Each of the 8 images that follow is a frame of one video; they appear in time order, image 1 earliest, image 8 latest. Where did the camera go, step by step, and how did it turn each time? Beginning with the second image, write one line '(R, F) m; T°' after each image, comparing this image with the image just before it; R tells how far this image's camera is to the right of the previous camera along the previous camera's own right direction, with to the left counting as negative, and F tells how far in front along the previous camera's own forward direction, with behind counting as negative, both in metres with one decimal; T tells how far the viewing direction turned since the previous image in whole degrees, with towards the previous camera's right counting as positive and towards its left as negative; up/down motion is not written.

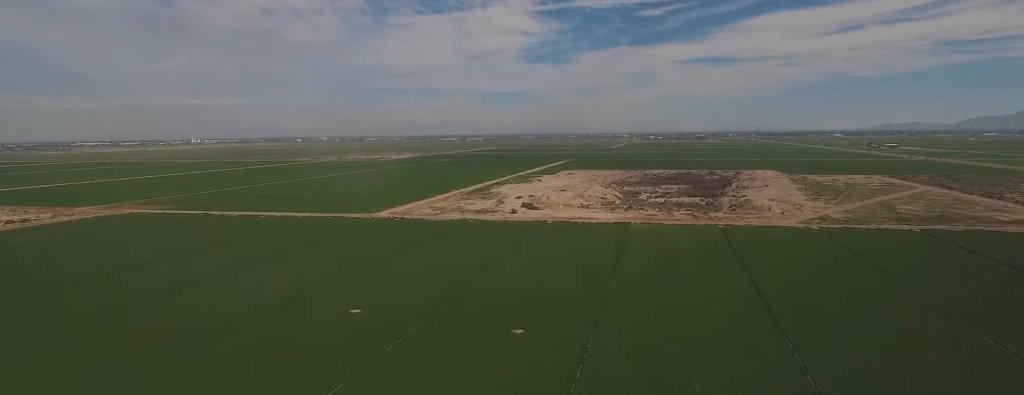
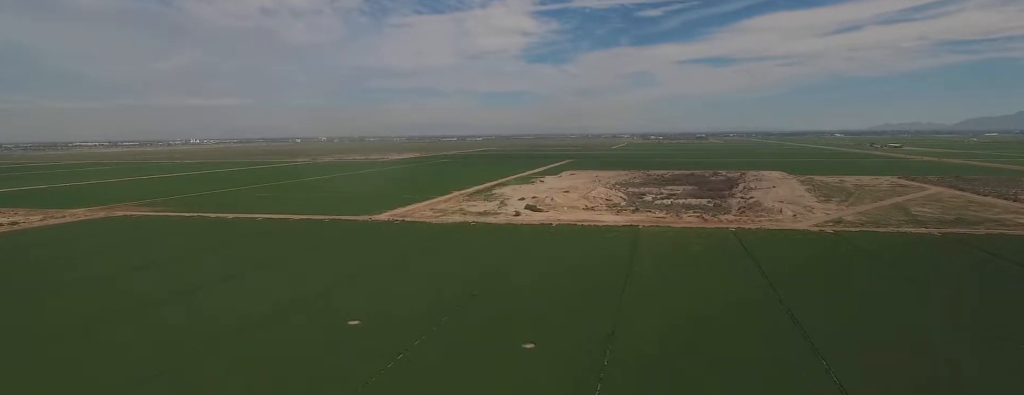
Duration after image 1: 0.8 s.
(0.0, +11.9) m; 0°
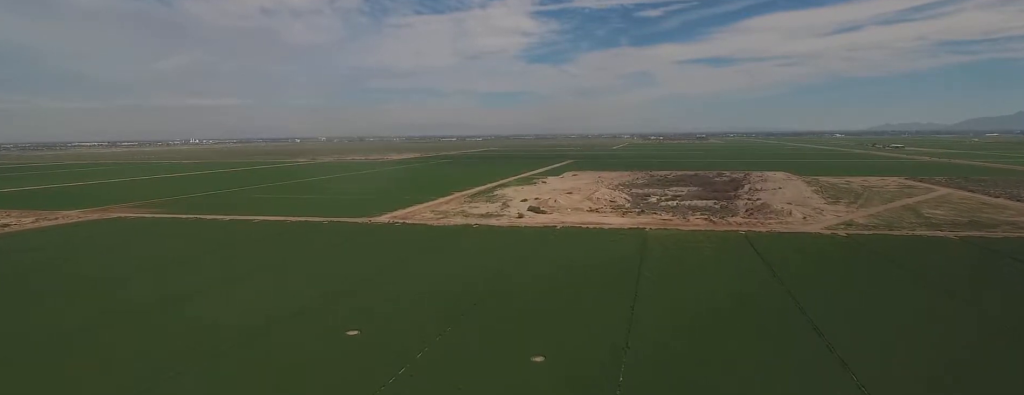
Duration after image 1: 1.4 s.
(0.0, +9.3) m; 0°
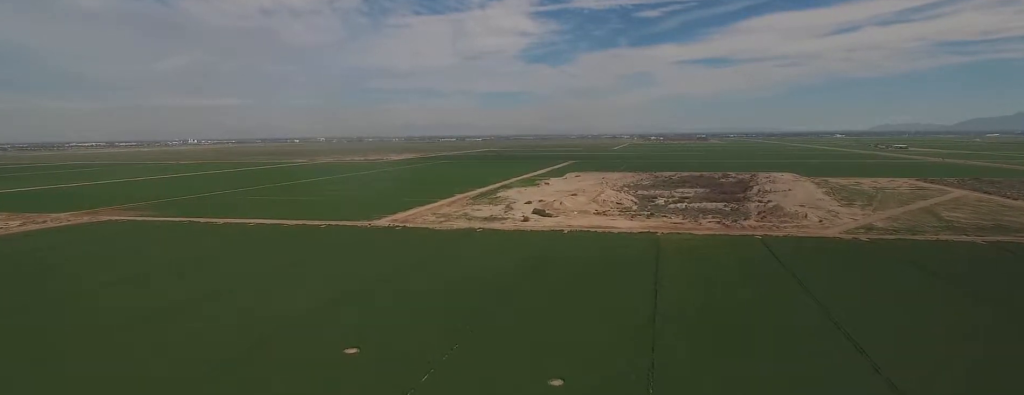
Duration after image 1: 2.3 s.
(+0.1, +14.5) m; +1°
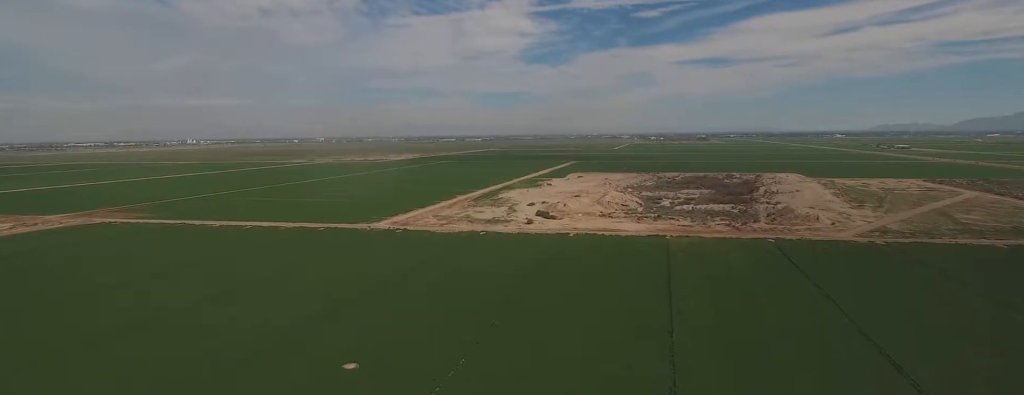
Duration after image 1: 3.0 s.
(+0.1, +10.4) m; +1°
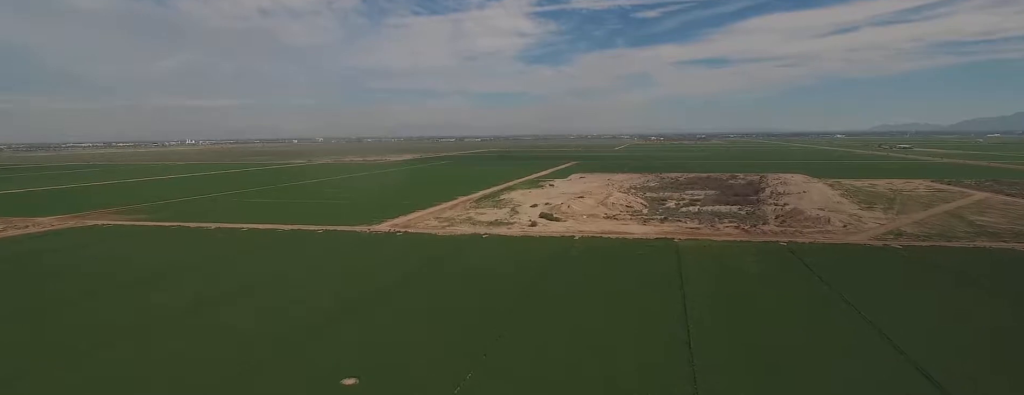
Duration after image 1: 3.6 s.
(0.0, +9.4) m; 0°
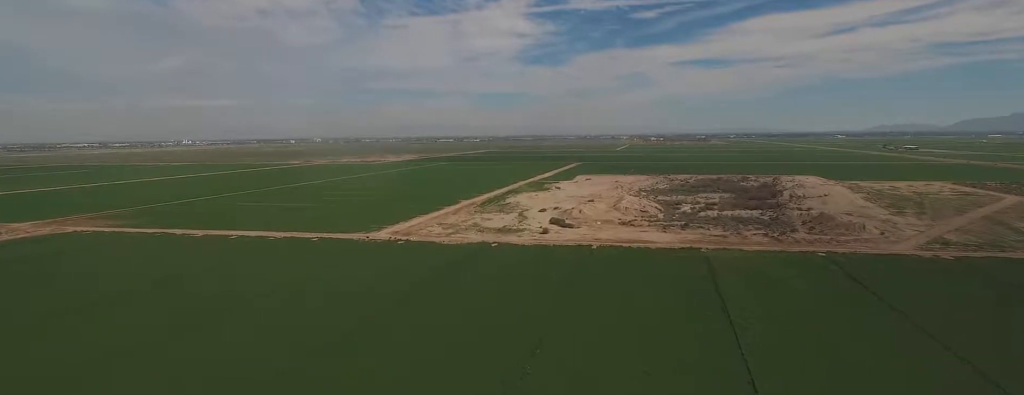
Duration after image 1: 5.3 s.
(0.0, +27.3) m; -1°
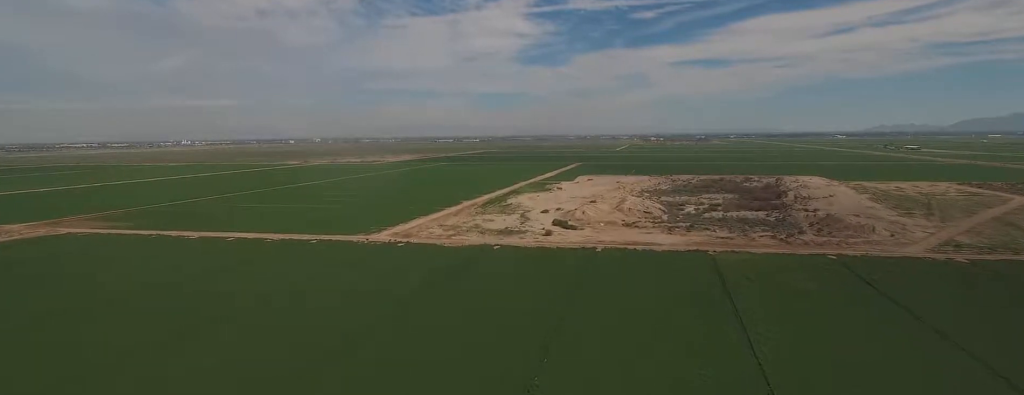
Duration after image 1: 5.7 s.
(0.0, +6.9) m; 0°
